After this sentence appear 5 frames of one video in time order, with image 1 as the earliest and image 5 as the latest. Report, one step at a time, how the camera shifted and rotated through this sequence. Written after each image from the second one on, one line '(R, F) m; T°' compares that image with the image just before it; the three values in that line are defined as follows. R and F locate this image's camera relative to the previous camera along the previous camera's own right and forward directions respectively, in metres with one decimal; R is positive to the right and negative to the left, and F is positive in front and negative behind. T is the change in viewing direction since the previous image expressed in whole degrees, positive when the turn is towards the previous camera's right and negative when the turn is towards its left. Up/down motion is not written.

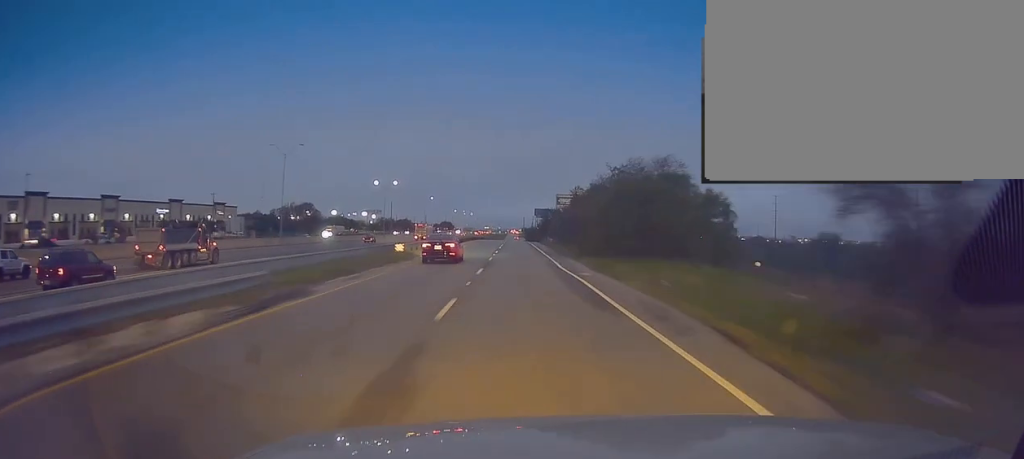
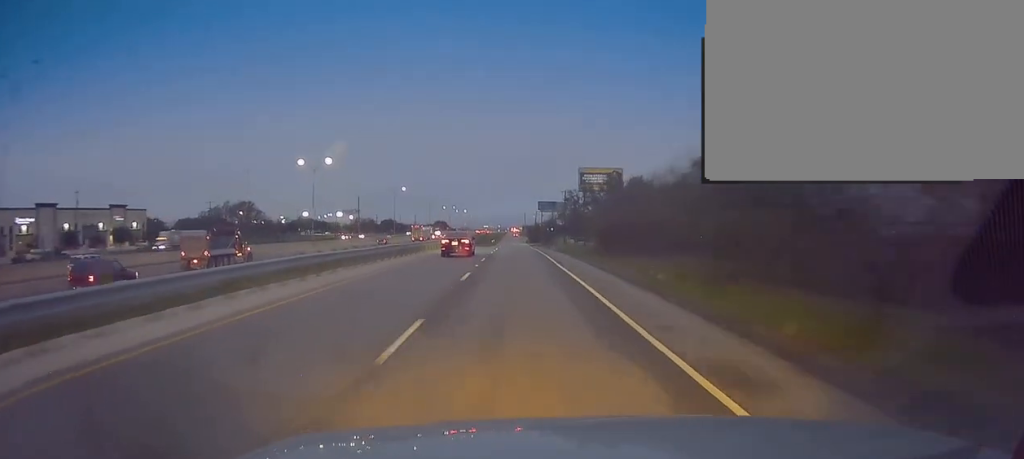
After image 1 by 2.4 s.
(+0.3, +64.9) m; 0°
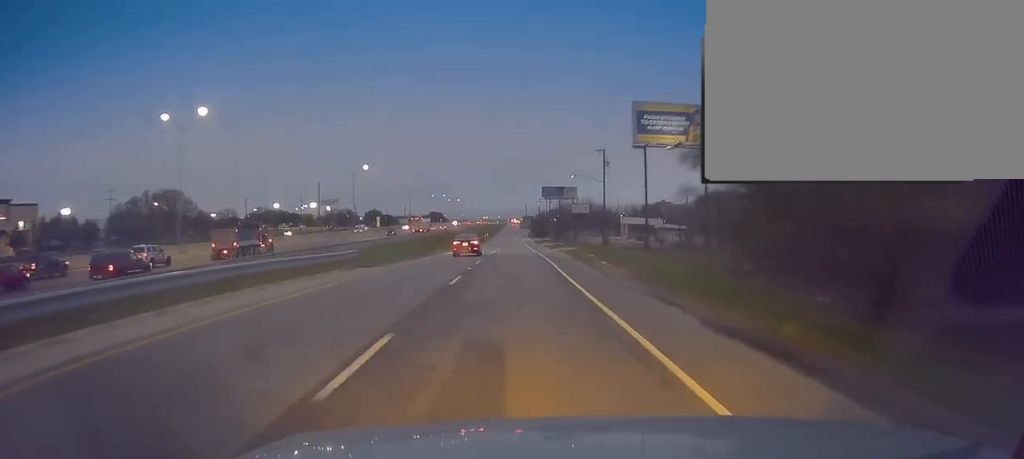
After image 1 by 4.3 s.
(0.0, +52.1) m; +1°
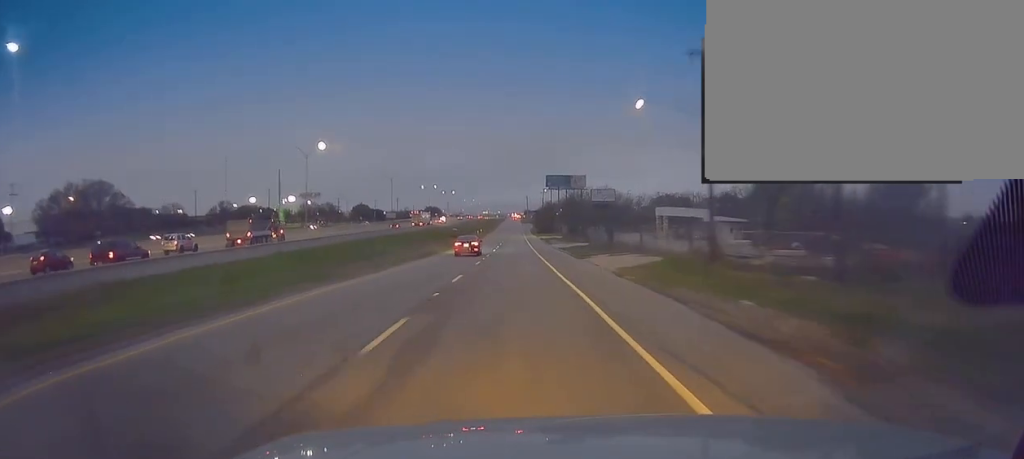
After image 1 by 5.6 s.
(+0.4, +34.2) m; 0°
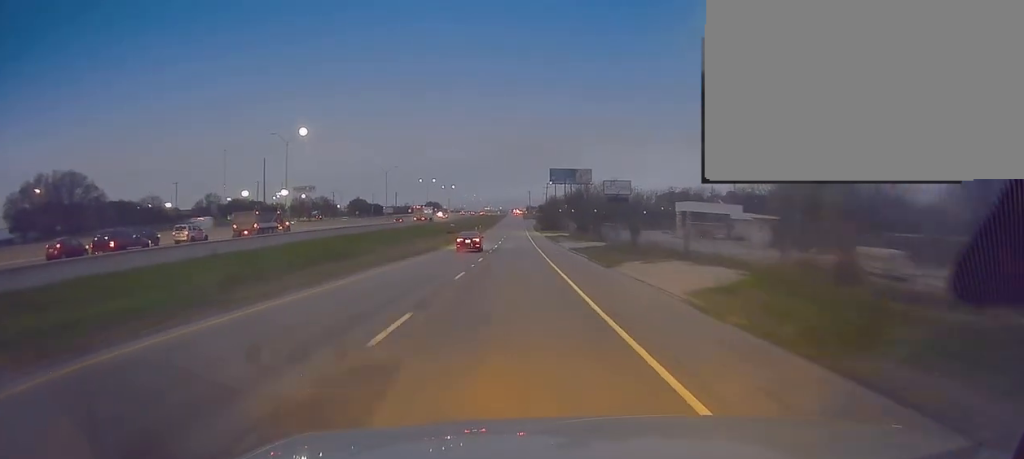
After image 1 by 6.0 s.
(-0.2, +11.8) m; 0°
